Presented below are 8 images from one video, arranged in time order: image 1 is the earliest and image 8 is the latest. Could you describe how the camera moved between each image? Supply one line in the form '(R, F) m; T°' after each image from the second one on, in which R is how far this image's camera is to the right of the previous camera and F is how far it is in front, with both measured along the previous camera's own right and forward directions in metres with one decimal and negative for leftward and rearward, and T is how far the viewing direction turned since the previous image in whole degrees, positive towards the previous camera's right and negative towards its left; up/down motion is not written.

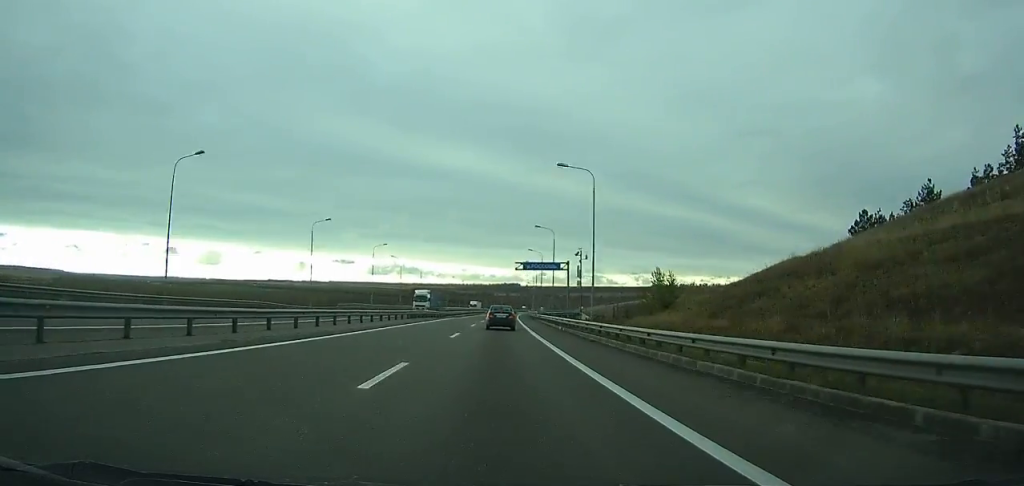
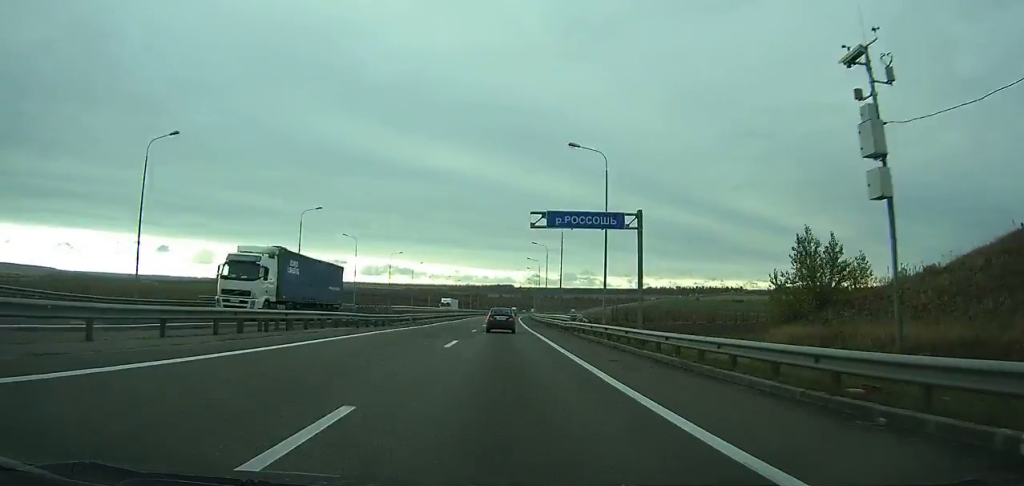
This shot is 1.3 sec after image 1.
(+0.4, +37.2) m; +1°
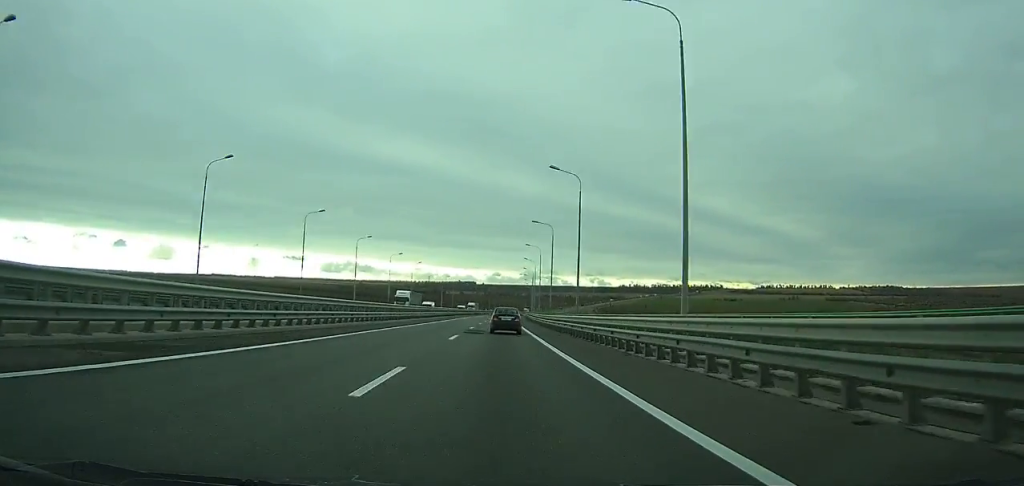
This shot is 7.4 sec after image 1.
(+5.6, +172.7) m; +4°
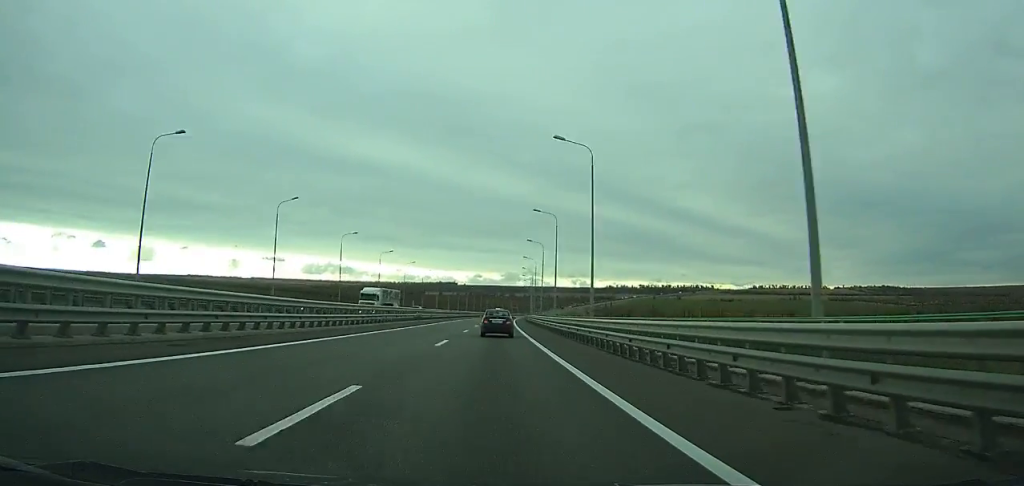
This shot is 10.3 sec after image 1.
(+1.2, +81.9) m; +2°
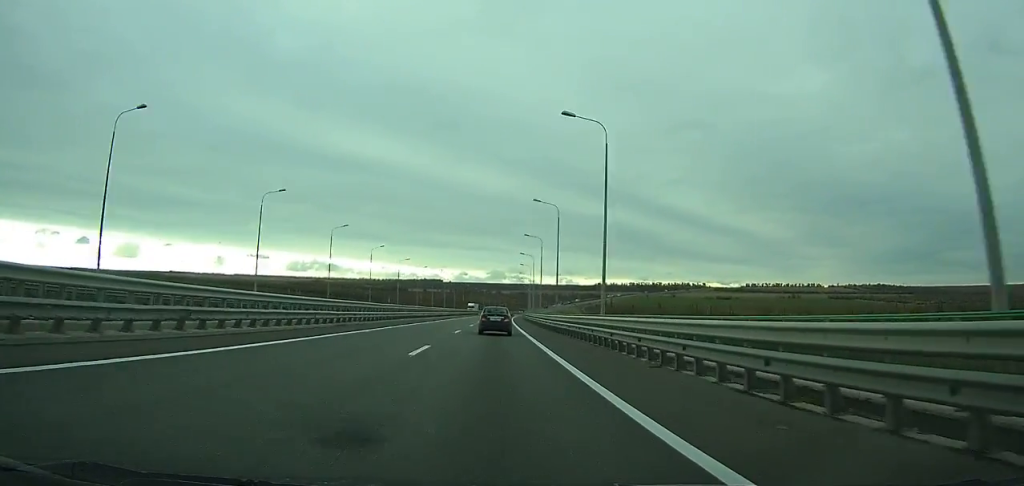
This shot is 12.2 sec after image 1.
(+0.5, +54.1) m; +1°
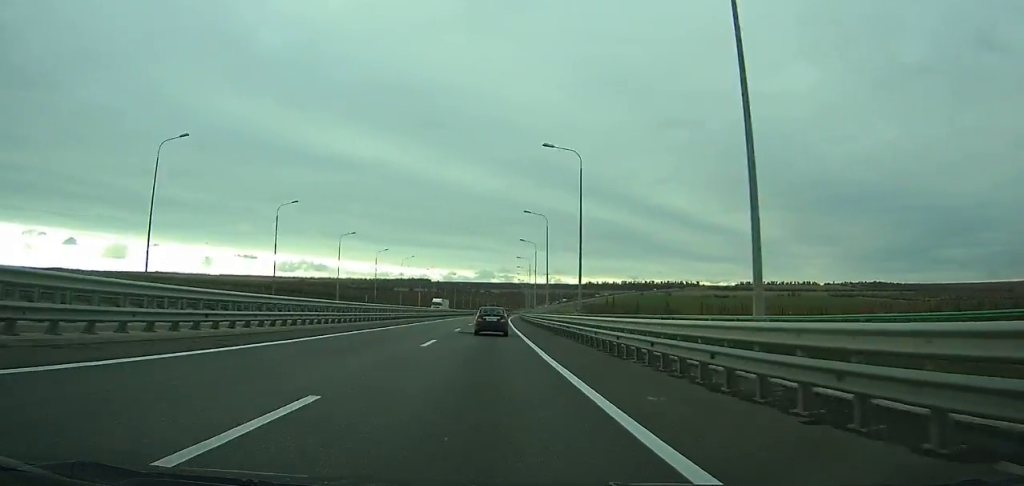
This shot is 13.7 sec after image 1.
(+0.3, +43.1) m; +1°
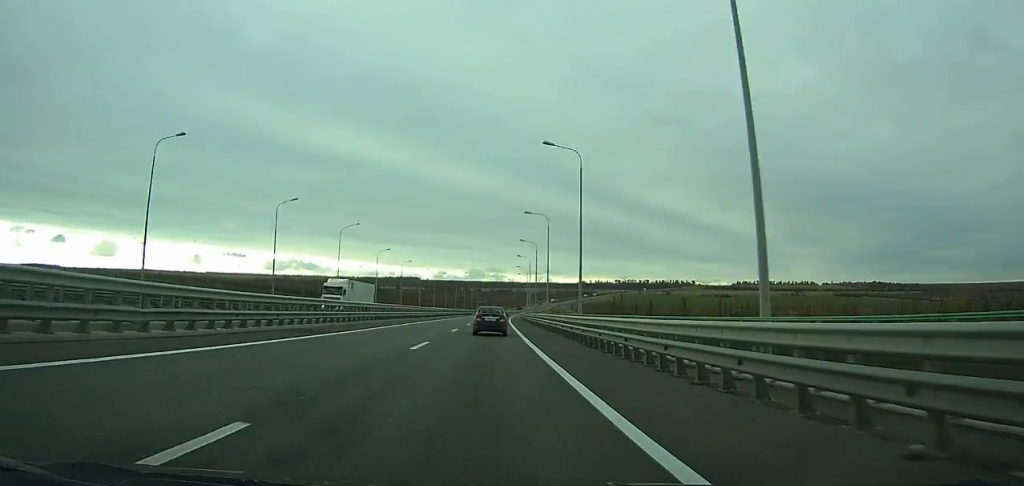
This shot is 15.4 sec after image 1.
(+0.5, +49.3) m; +1°
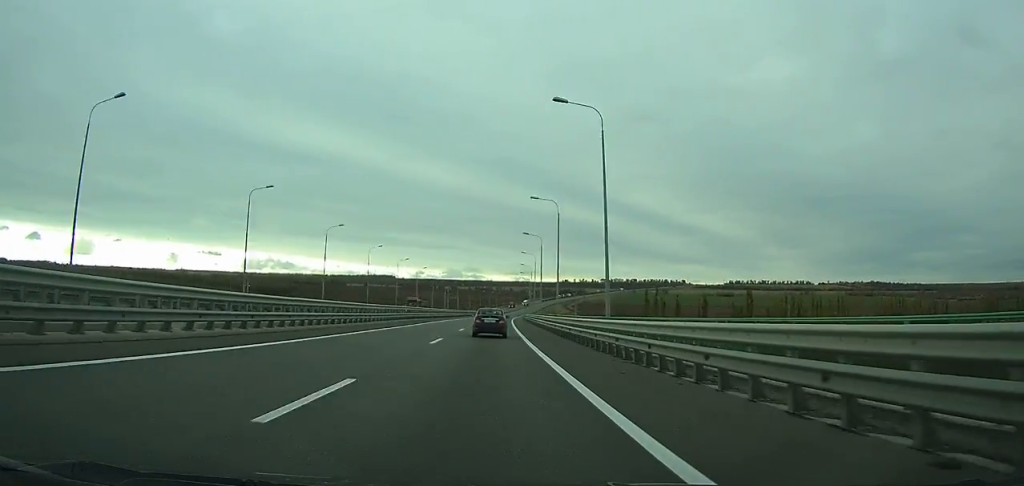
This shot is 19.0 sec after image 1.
(+2.1, +106.0) m; +2°
